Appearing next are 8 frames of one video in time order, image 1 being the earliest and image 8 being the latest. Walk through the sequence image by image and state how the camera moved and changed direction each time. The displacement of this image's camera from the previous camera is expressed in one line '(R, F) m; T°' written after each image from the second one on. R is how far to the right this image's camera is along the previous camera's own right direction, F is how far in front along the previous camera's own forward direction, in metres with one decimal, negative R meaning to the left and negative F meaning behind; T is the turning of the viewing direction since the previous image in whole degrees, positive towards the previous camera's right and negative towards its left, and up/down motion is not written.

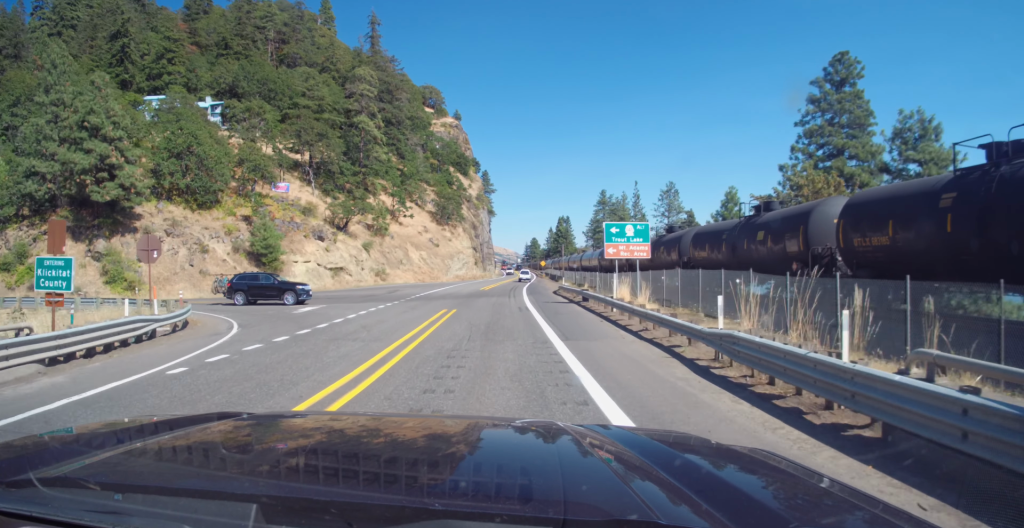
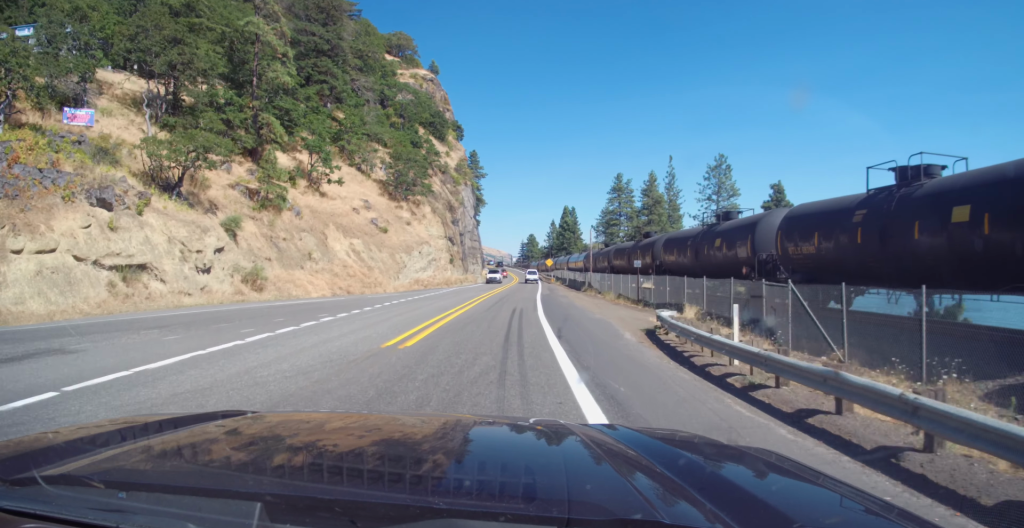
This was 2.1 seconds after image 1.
(+1.2, +40.2) m; +2°
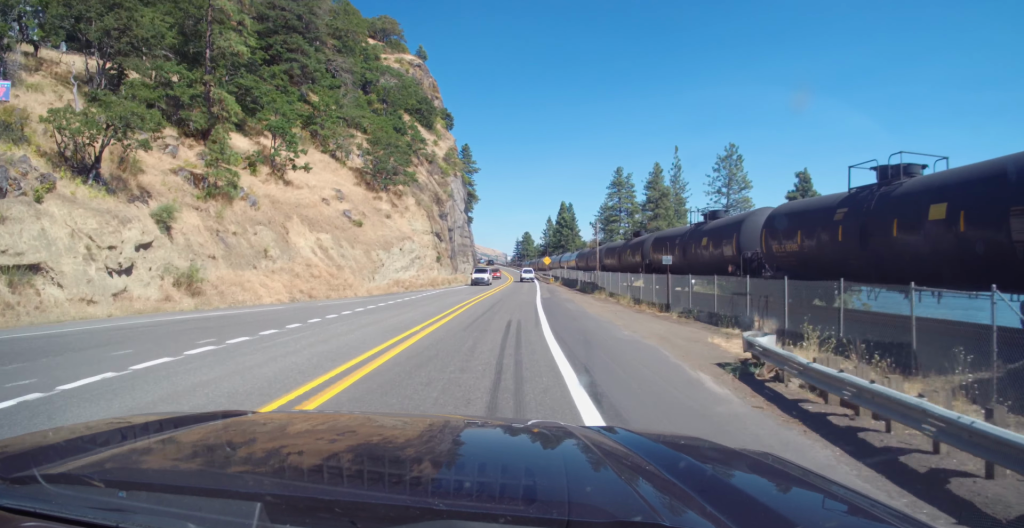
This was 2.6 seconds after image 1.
(-0.1, +8.5) m; 0°
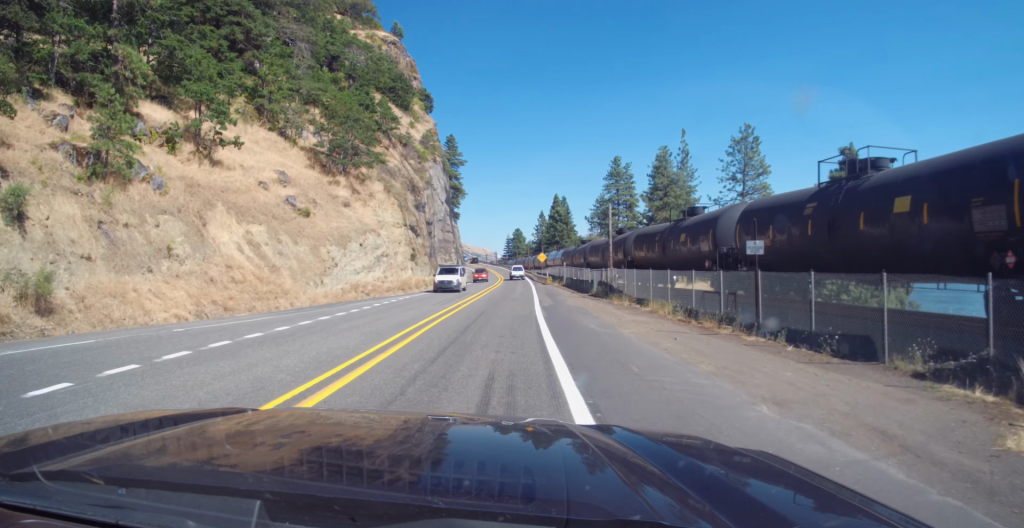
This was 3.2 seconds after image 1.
(+0.1, +12.1) m; +1°
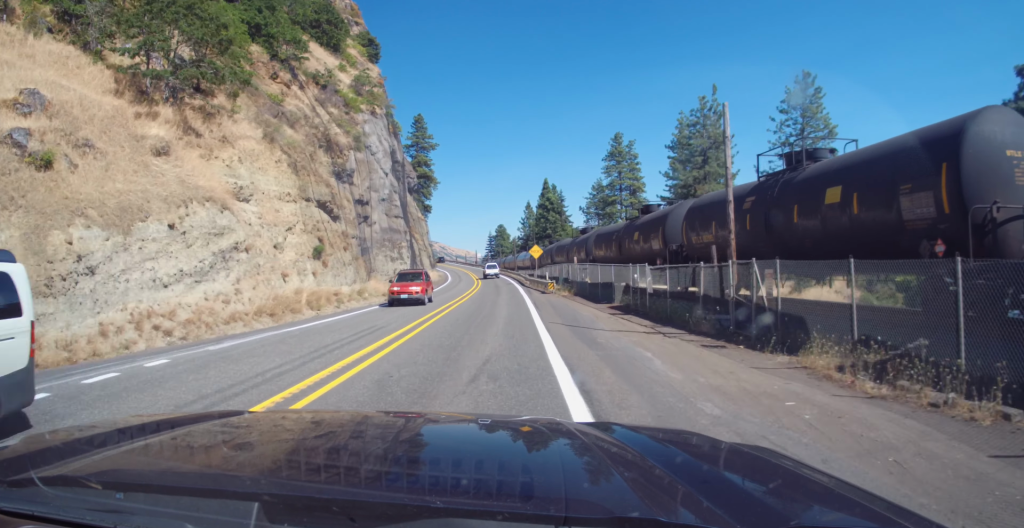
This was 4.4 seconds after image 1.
(+0.2, +25.3) m; 0°
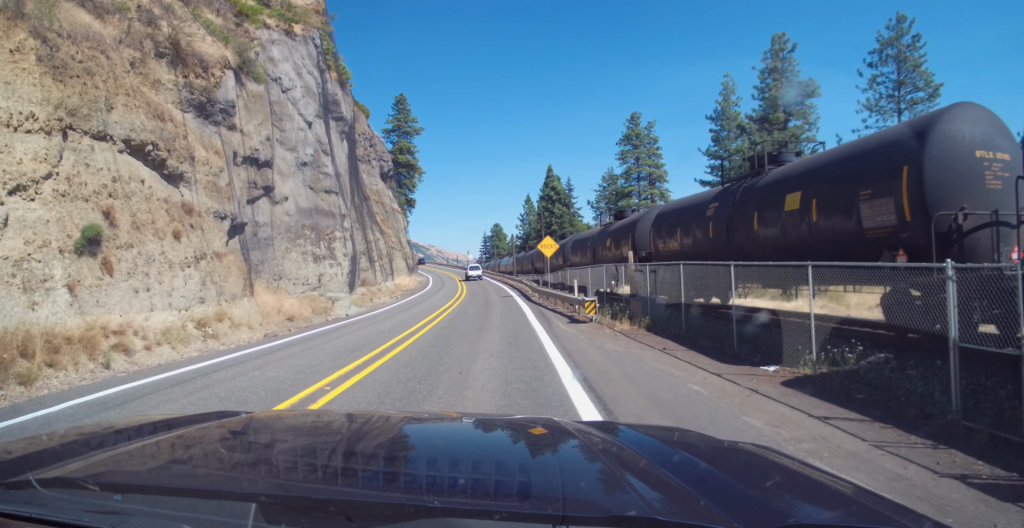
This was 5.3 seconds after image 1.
(-0.1, +19.7) m; 0°
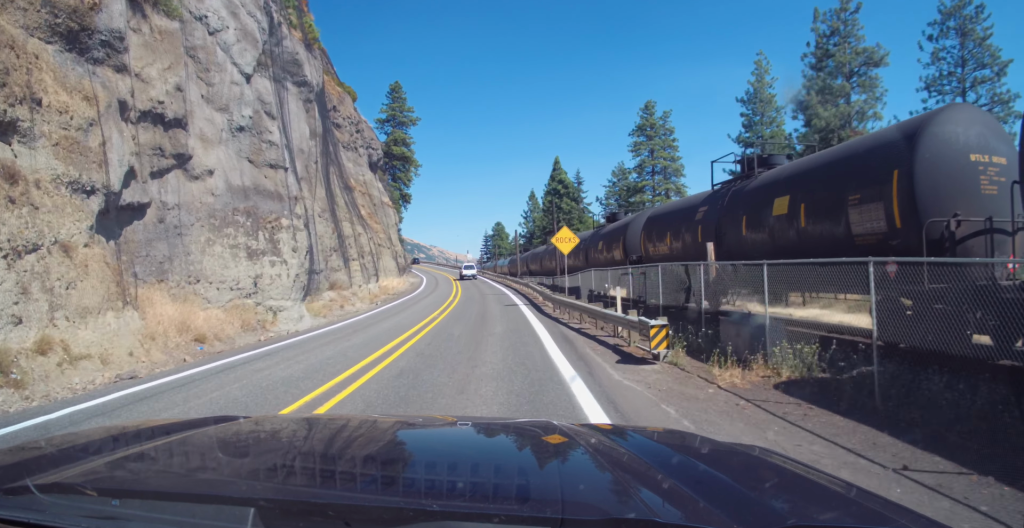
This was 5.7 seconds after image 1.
(0.0, +8.9) m; 0°
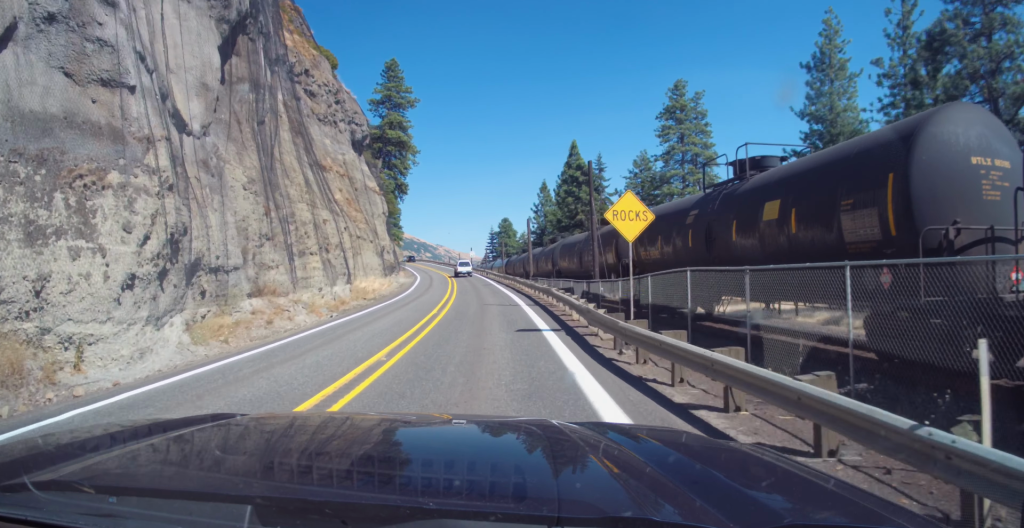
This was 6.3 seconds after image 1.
(+0.2, +11.8) m; 0°
